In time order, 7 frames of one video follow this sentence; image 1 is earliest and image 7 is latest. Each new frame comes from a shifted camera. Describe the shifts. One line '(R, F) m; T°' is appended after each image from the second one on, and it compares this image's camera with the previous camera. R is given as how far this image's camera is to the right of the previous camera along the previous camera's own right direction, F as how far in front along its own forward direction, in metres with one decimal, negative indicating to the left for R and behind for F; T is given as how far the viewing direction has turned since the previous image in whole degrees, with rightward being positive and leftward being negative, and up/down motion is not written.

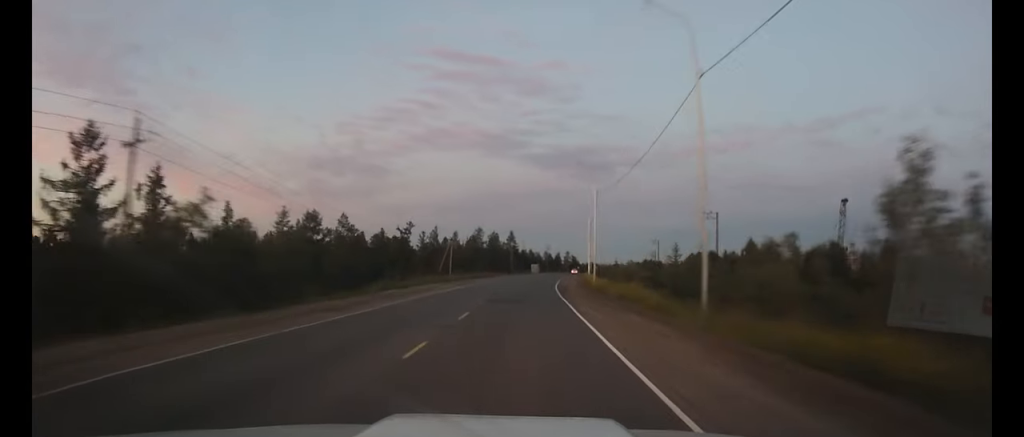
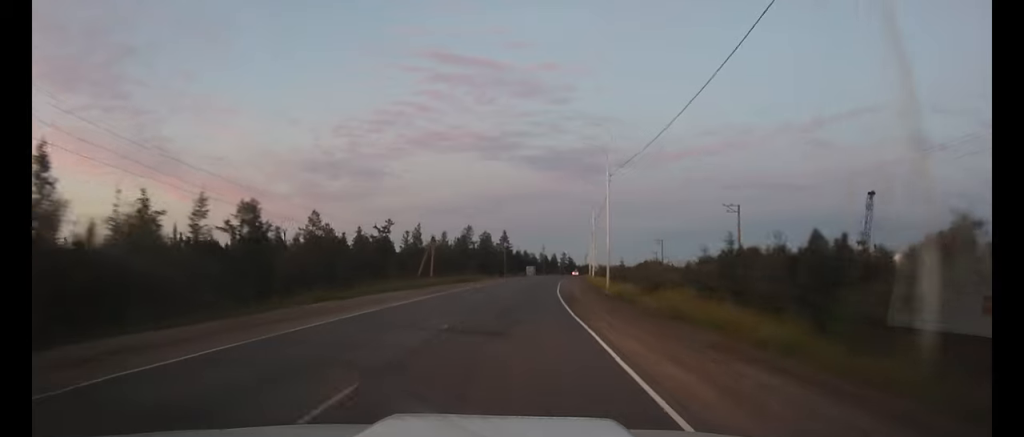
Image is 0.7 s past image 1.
(0.0, +12.2) m; 0°
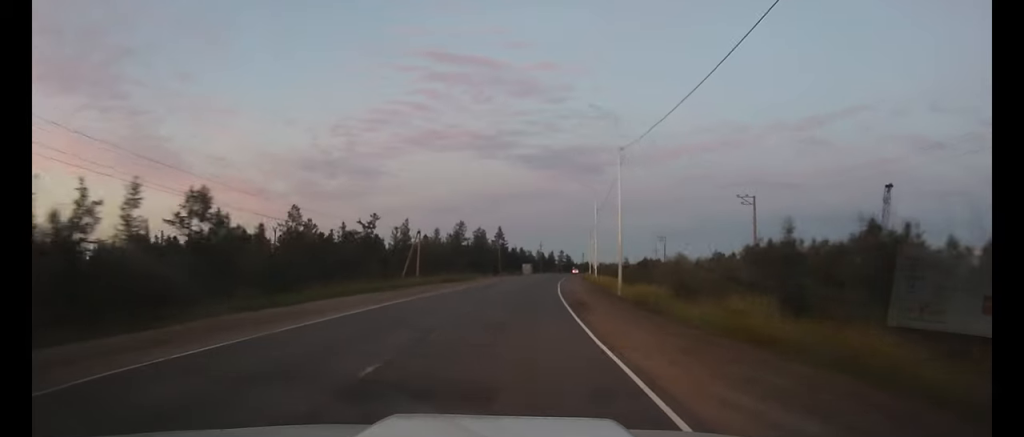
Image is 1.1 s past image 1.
(0.0, +7.0) m; 0°
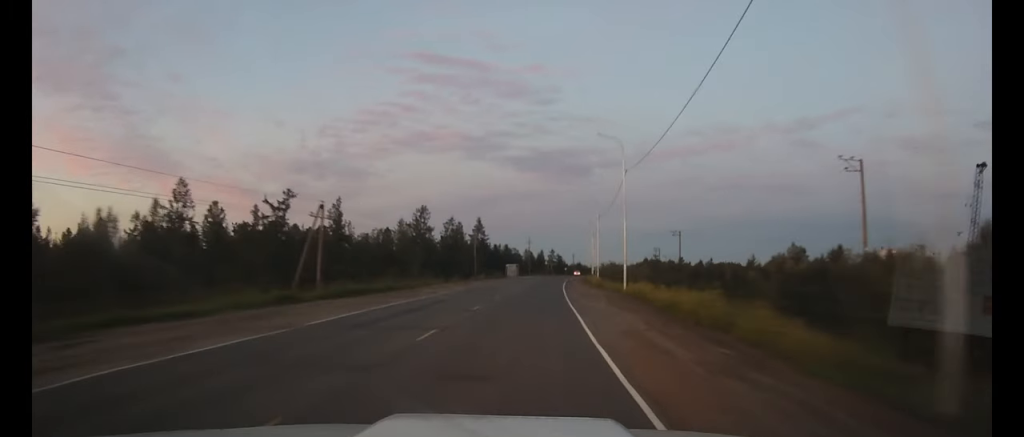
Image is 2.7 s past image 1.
(+0.3, +28.7) m; +1°
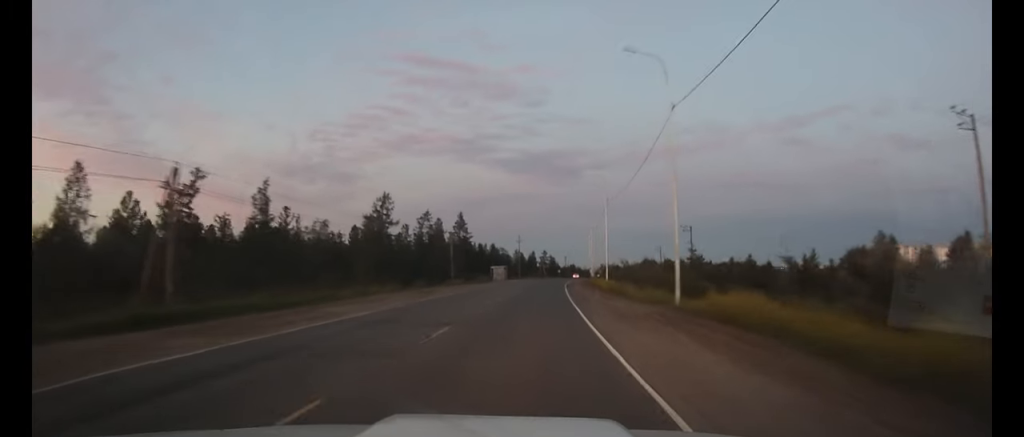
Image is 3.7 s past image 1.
(+0.1, +16.8) m; +1°
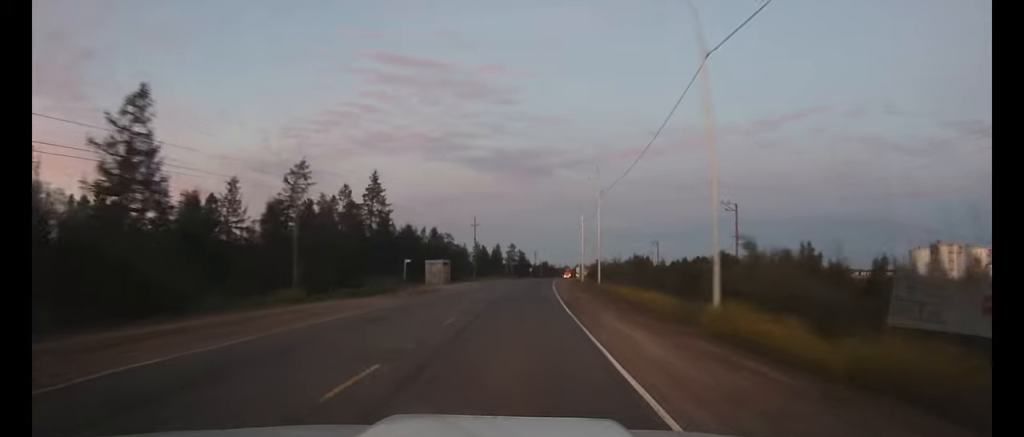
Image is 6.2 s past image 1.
(+1.1, +41.9) m; +3°
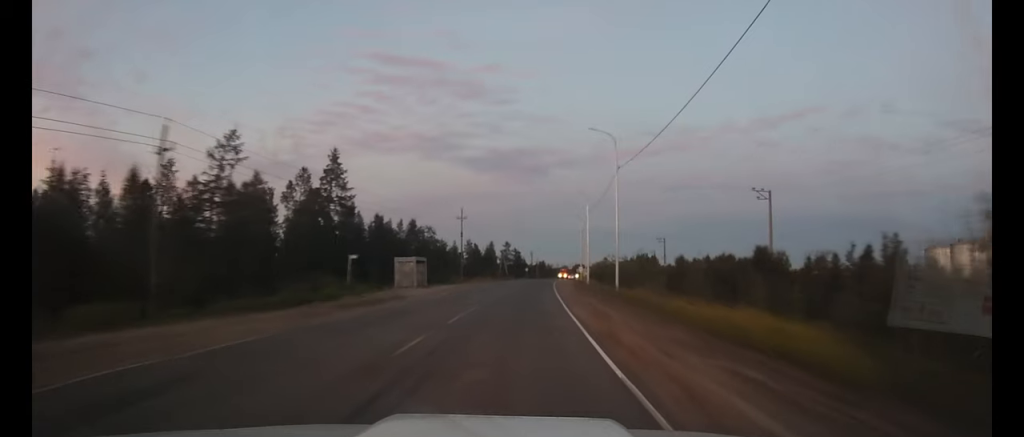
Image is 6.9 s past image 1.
(+0.1, +12.7) m; +1°
